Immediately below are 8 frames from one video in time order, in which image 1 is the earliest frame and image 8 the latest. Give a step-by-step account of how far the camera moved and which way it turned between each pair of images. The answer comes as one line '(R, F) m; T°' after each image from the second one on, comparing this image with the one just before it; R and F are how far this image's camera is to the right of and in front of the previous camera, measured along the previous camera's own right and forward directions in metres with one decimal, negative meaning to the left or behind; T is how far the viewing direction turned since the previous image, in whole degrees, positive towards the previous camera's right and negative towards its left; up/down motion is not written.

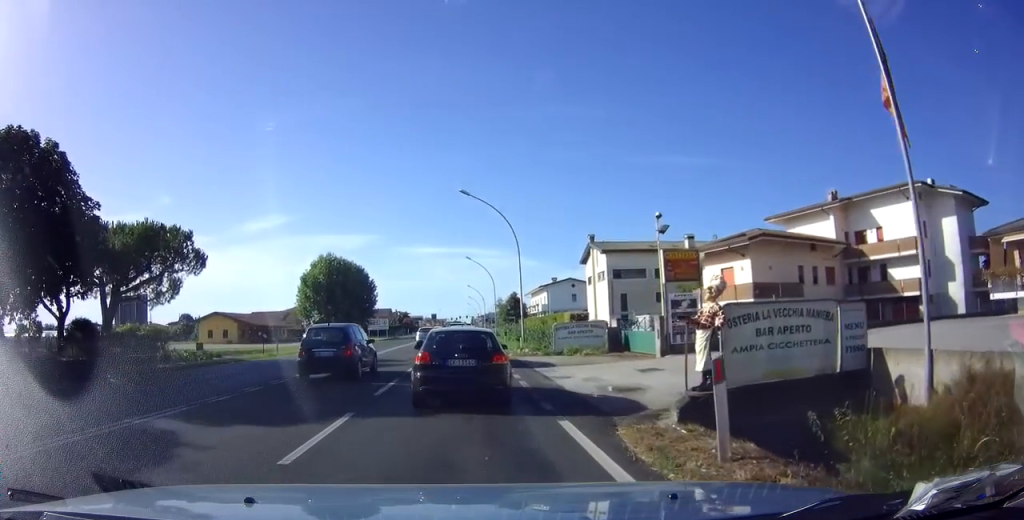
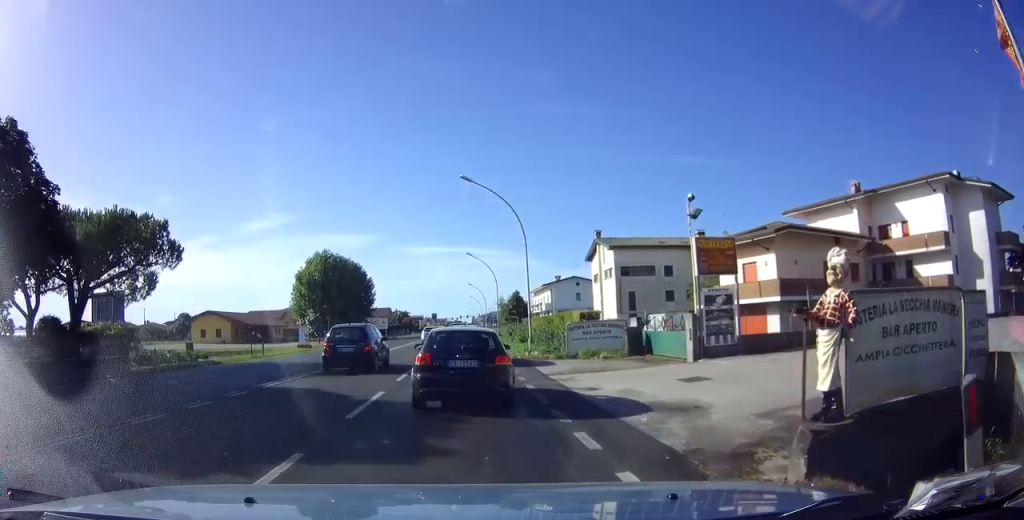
(0.0, +2.9) m; 0°
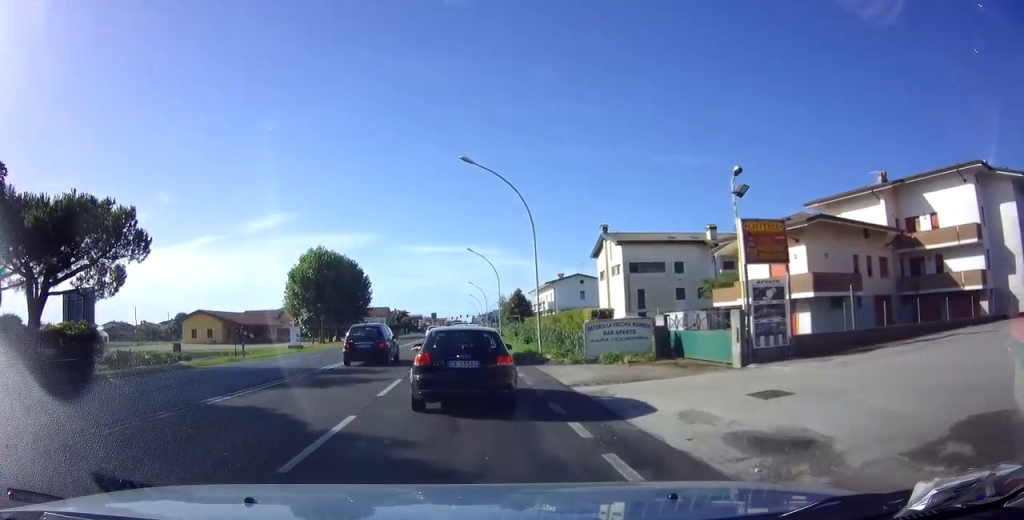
(-0.1, +3.3) m; +1°
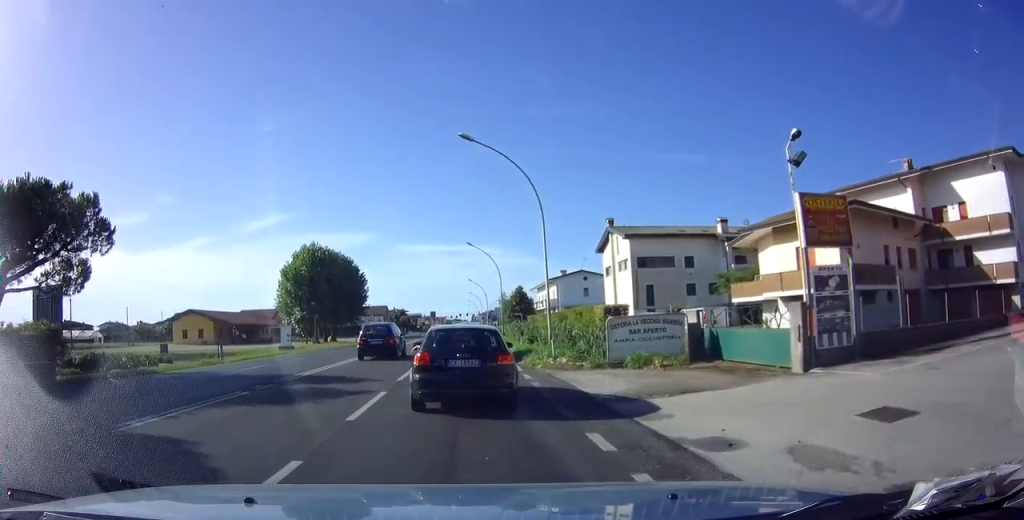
(+0.1, +2.9) m; +1°
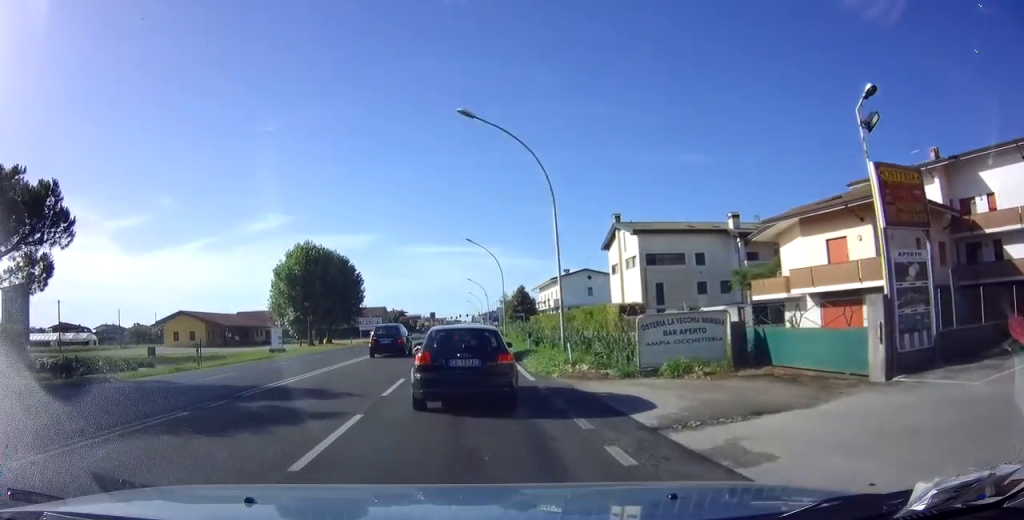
(+0.1, +2.7) m; +1°
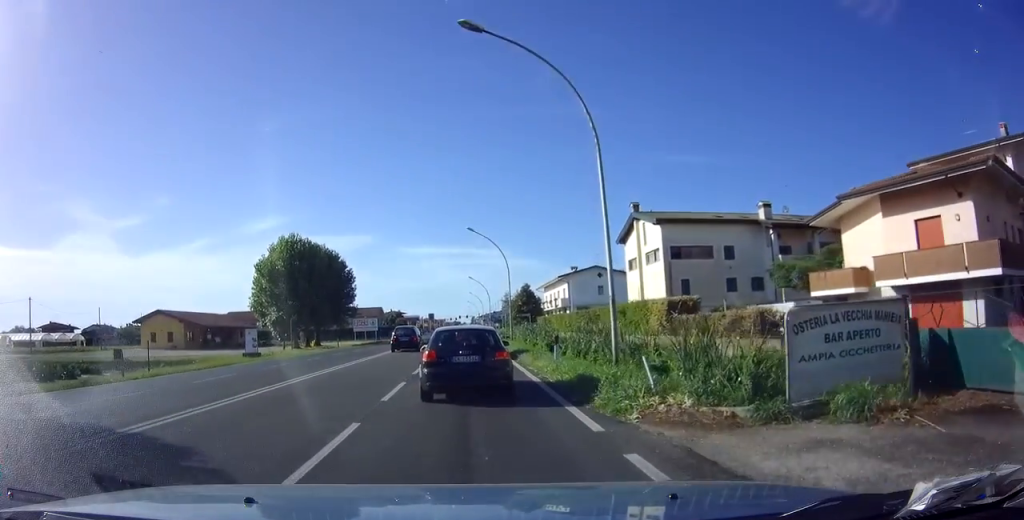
(0.0, +6.6) m; -2°
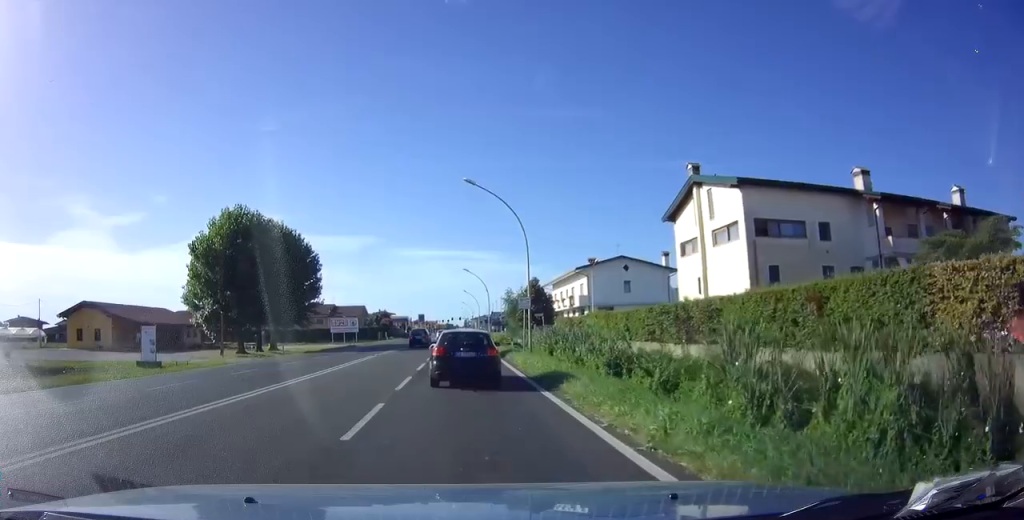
(-0.5, +15.2) m; -1°
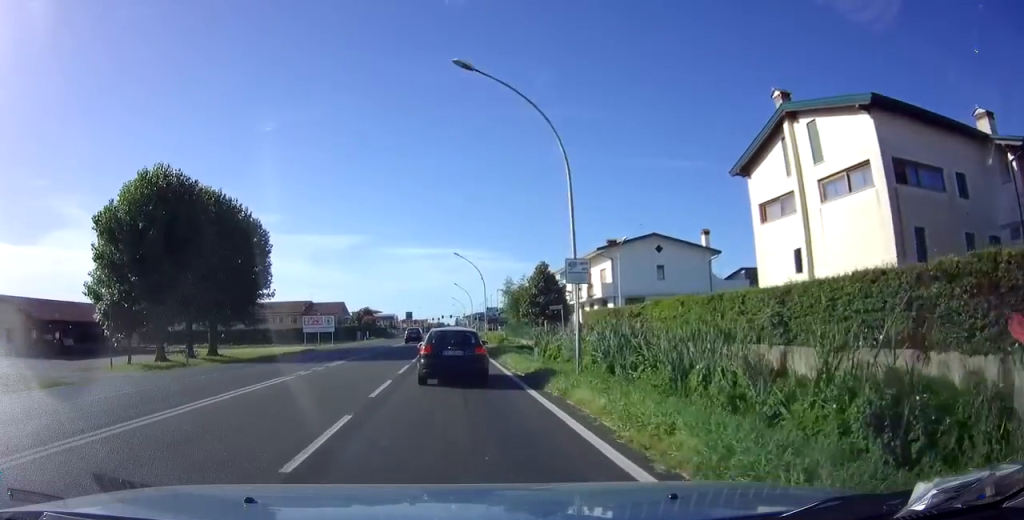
(+0.4, +12.9) m; +2°
